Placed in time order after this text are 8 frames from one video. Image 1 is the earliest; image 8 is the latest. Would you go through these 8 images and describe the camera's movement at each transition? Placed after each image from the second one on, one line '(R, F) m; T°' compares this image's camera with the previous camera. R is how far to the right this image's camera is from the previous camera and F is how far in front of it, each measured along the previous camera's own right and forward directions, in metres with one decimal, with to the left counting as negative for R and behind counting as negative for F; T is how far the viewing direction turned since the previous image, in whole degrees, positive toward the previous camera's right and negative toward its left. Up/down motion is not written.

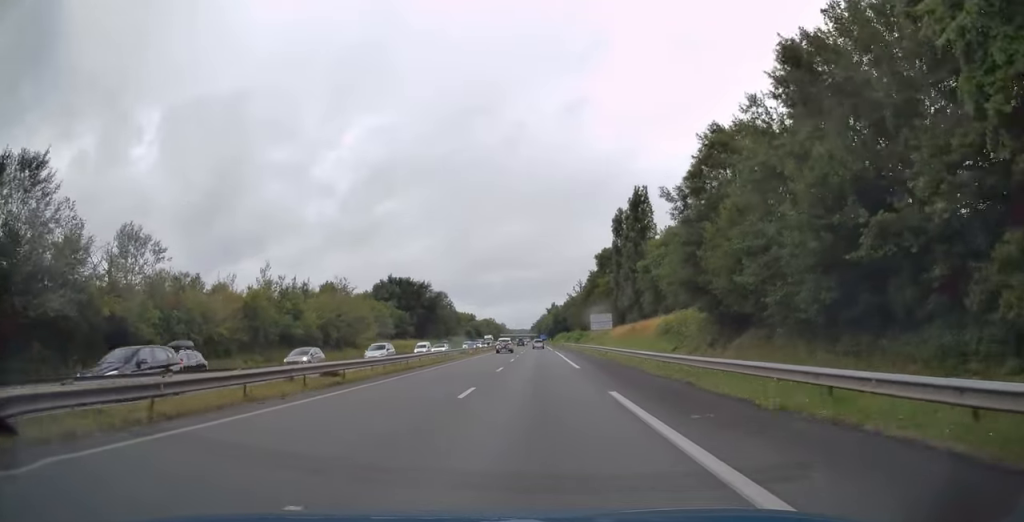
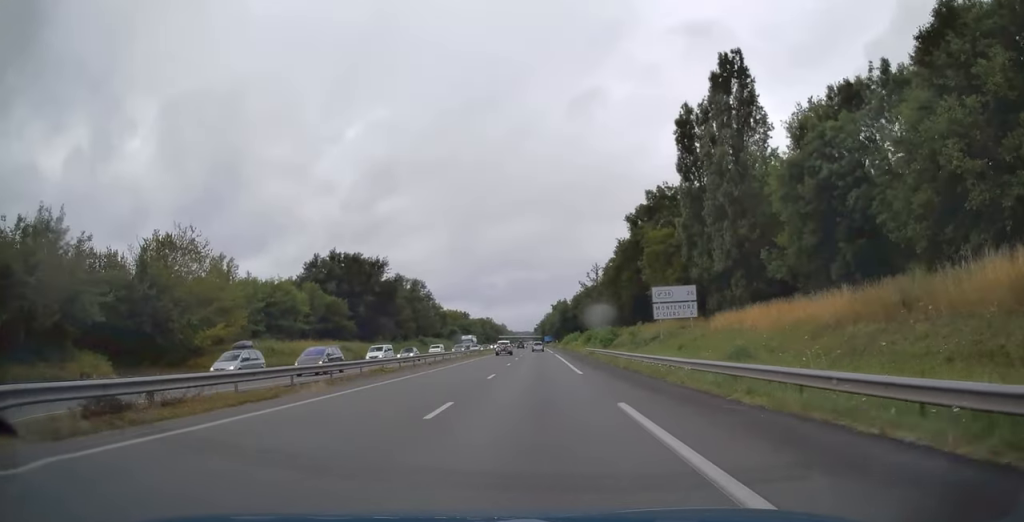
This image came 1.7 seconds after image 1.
(-0.2, +56.9) m; 0°
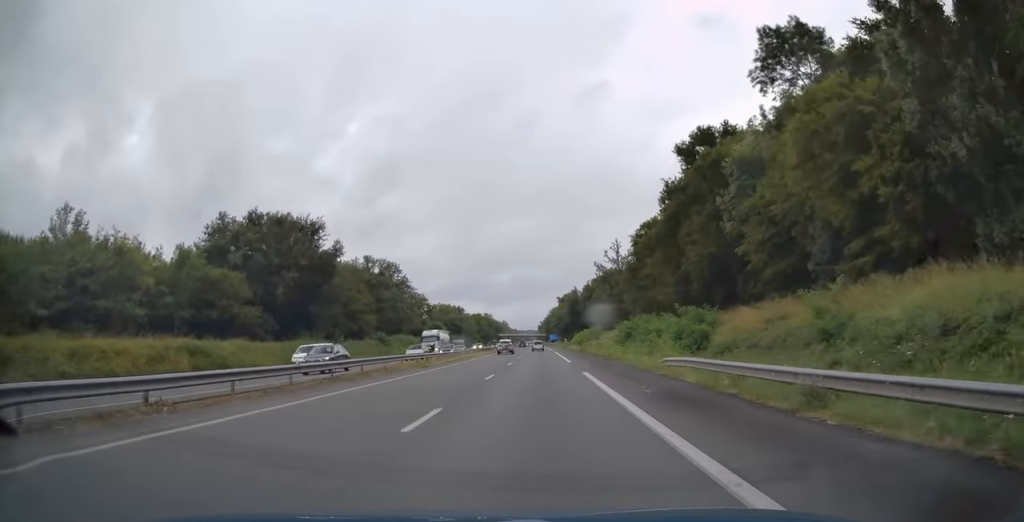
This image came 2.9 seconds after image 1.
(-0.2, +44.9) m; 0°
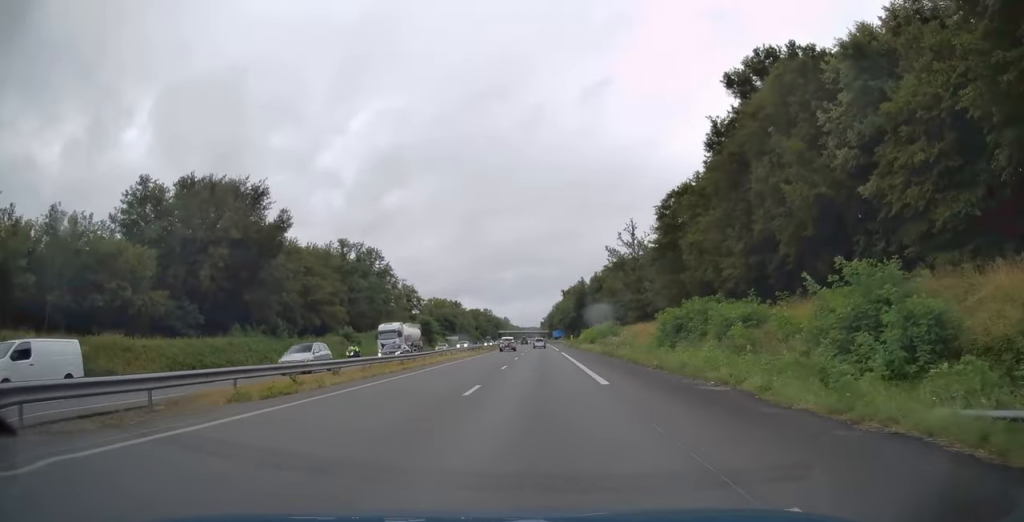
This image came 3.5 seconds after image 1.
(+0.1, +23.6) m; 0°
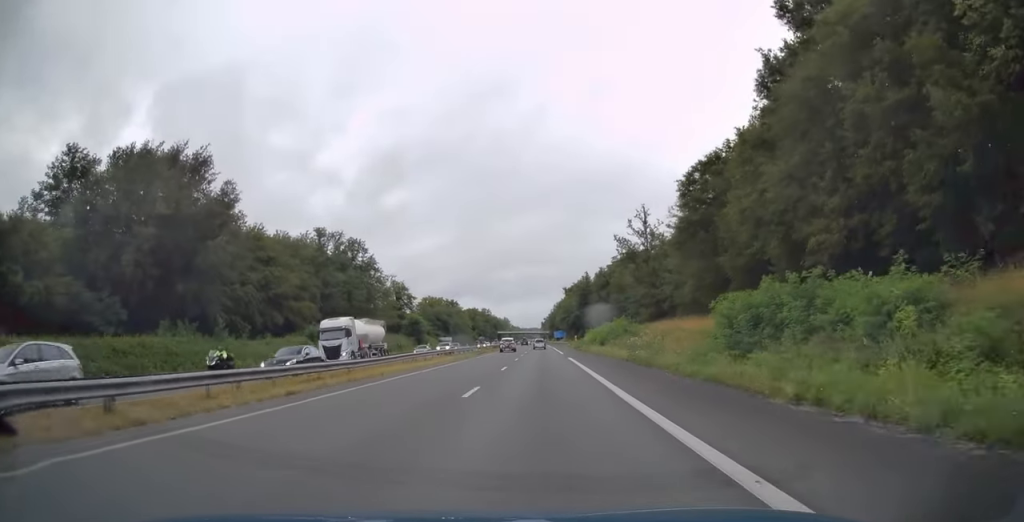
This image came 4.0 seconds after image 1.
(0.0, +14.4) m; 0°
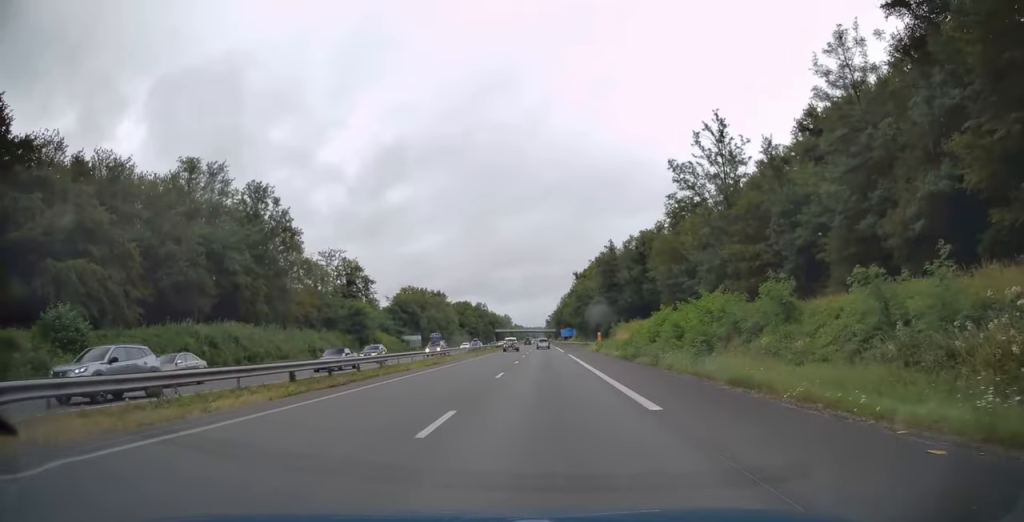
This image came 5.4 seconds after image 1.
(-0.3, +46.2) m; -1°
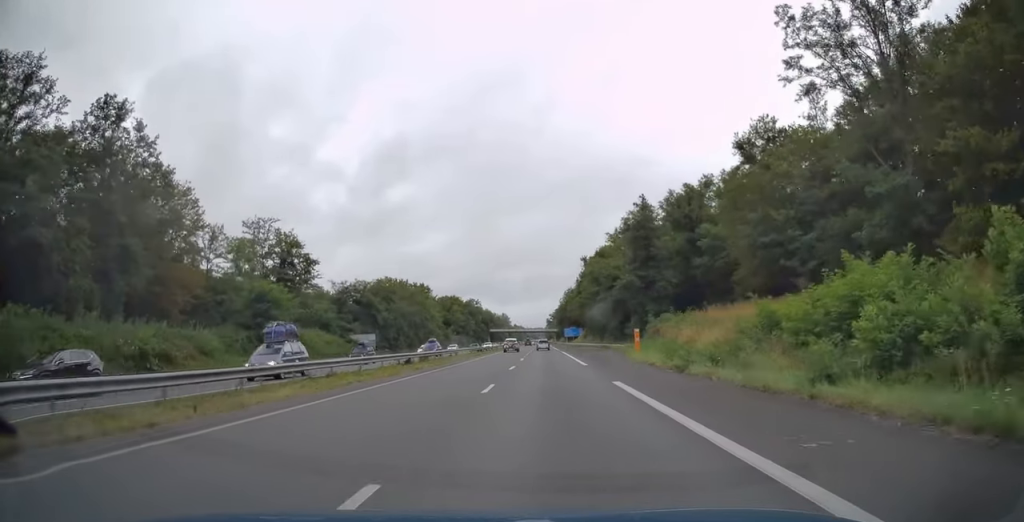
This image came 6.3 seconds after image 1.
(0.0, +35.5) m; 0°
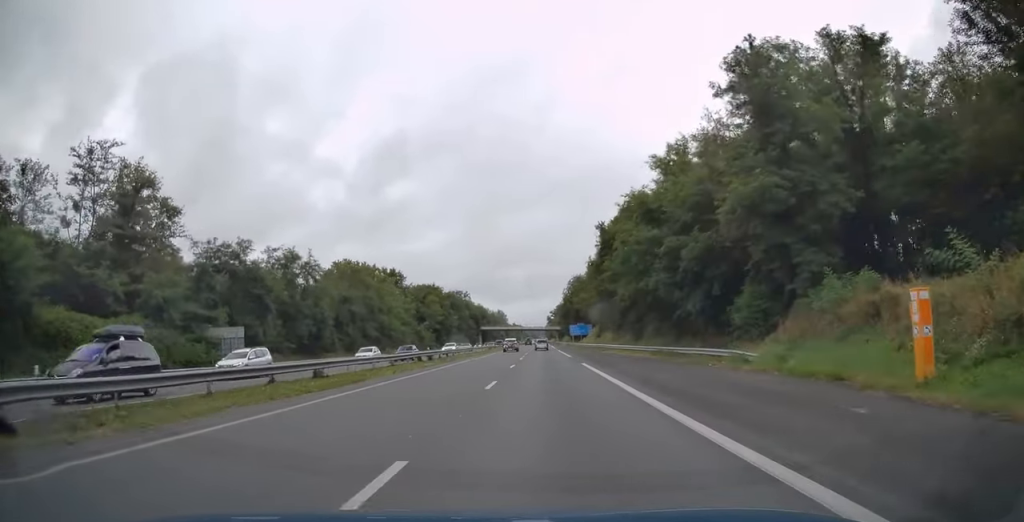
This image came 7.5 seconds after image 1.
(0.0, +40.5) m; 0°
